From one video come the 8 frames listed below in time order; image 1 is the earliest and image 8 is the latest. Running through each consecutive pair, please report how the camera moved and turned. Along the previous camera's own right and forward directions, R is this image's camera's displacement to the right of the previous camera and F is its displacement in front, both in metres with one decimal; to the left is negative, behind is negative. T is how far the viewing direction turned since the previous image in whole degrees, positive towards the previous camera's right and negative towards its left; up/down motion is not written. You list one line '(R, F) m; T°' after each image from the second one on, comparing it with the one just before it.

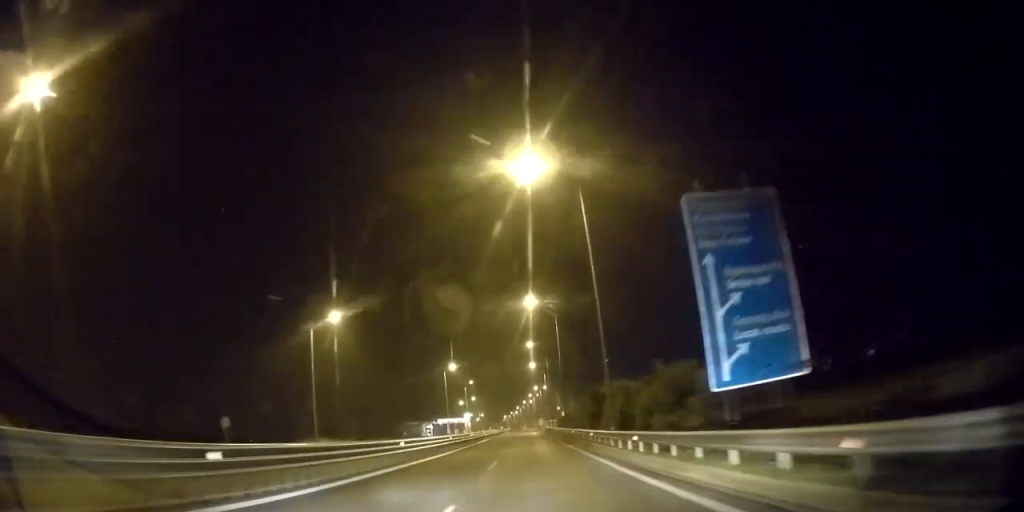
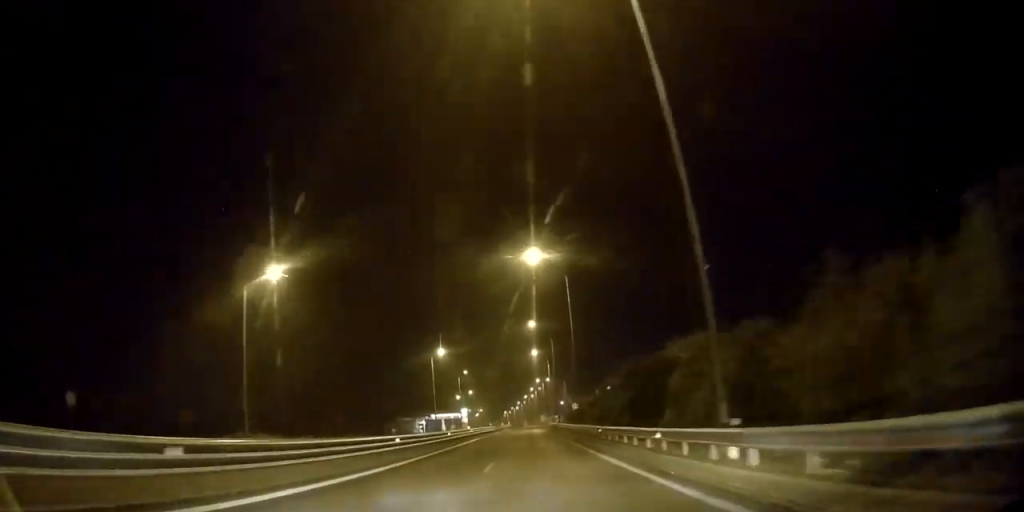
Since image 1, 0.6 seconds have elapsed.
(+0.2, +14.7) m; 0°
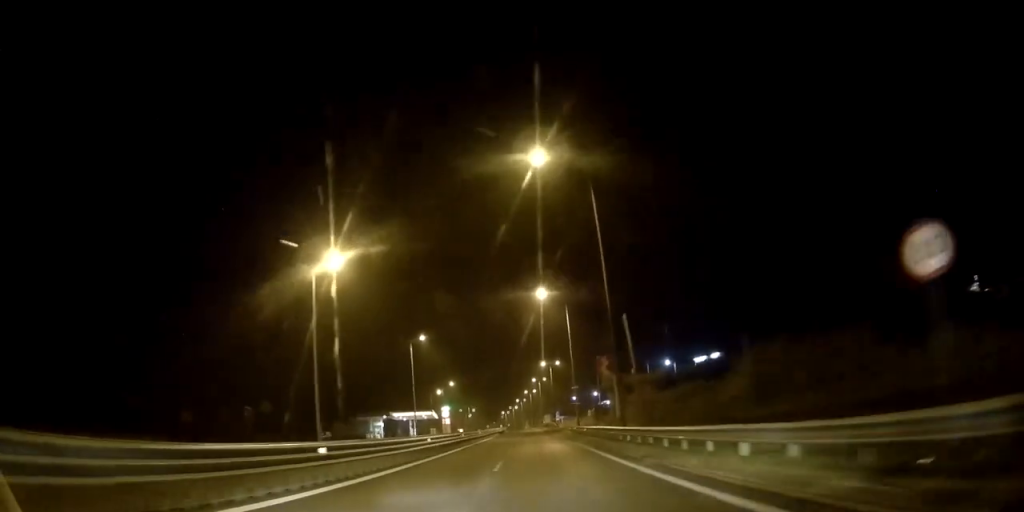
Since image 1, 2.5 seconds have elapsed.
(-0.5, +49.2) m; -1°
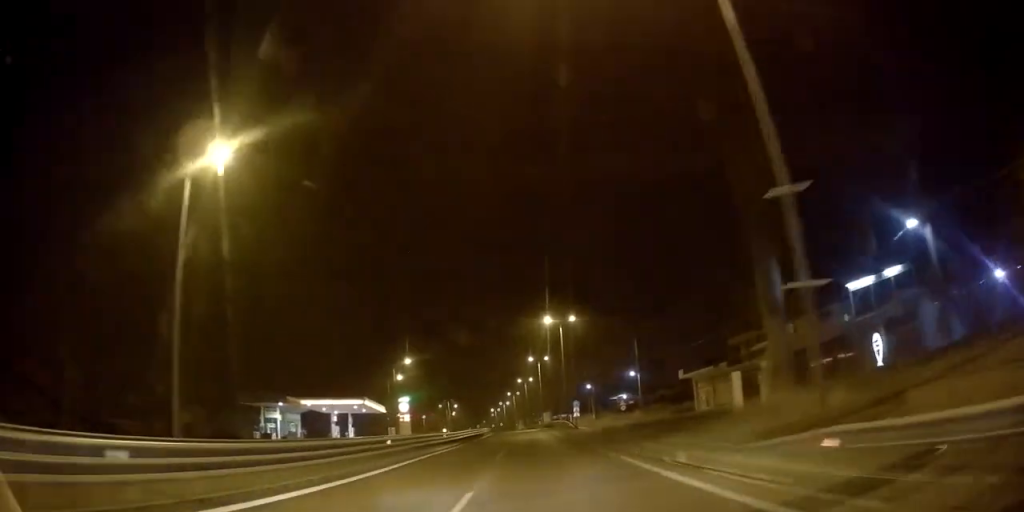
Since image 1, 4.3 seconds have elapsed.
(+0.3, +47.3) m; +1°
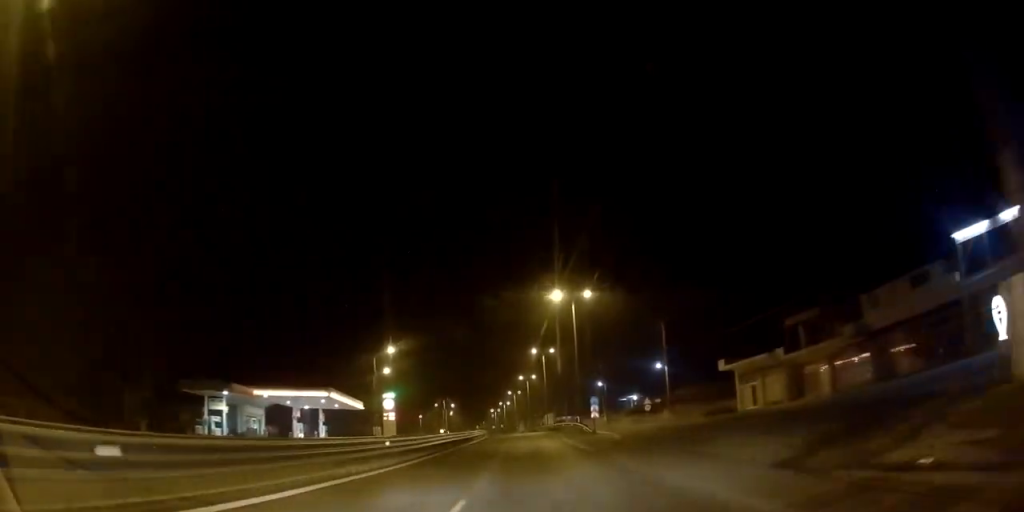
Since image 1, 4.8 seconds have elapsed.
(+0.2, +13.7) m; 0°
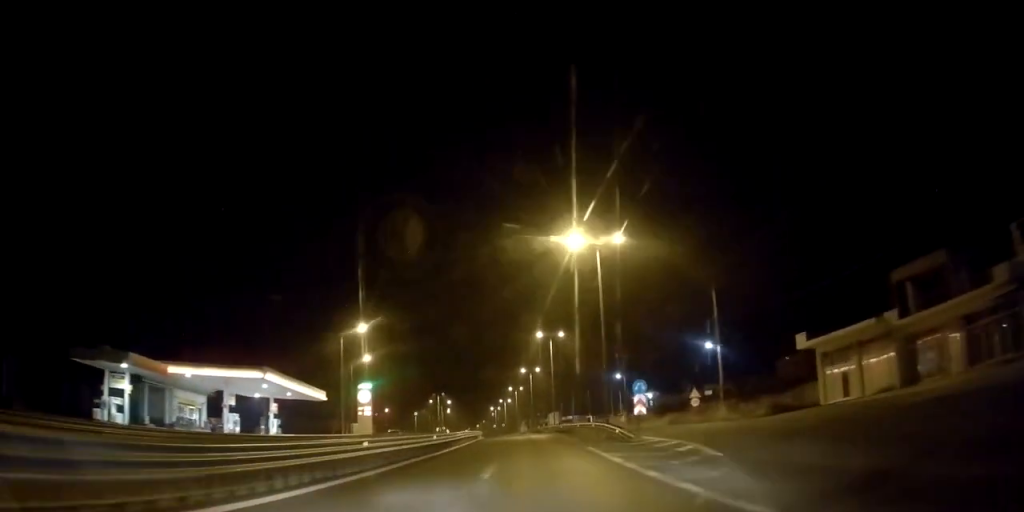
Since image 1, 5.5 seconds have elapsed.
(-0.2, +16.1) m; 0°
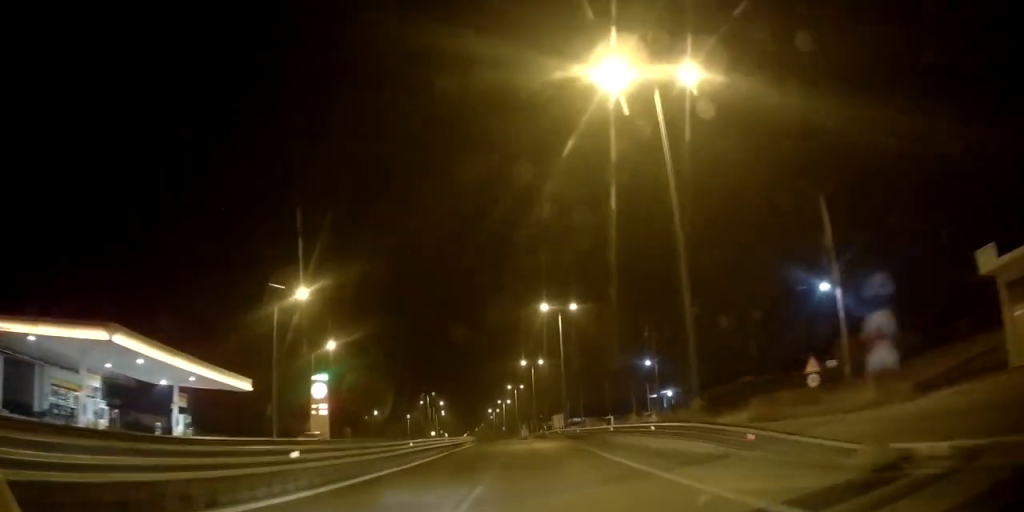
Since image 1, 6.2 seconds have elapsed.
(-0.1, +18.5) m; 0°
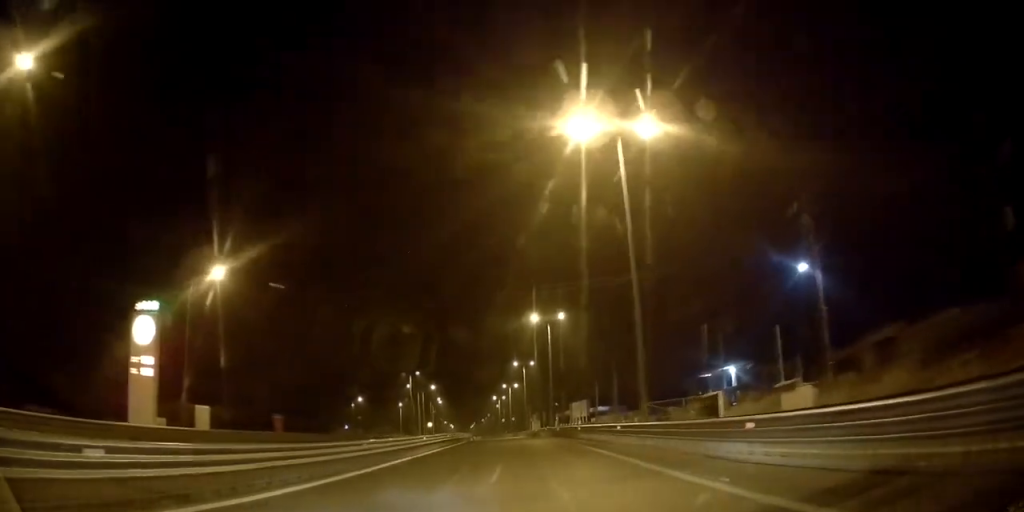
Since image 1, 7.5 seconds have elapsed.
(-0.2, +33.2) m; -2°
